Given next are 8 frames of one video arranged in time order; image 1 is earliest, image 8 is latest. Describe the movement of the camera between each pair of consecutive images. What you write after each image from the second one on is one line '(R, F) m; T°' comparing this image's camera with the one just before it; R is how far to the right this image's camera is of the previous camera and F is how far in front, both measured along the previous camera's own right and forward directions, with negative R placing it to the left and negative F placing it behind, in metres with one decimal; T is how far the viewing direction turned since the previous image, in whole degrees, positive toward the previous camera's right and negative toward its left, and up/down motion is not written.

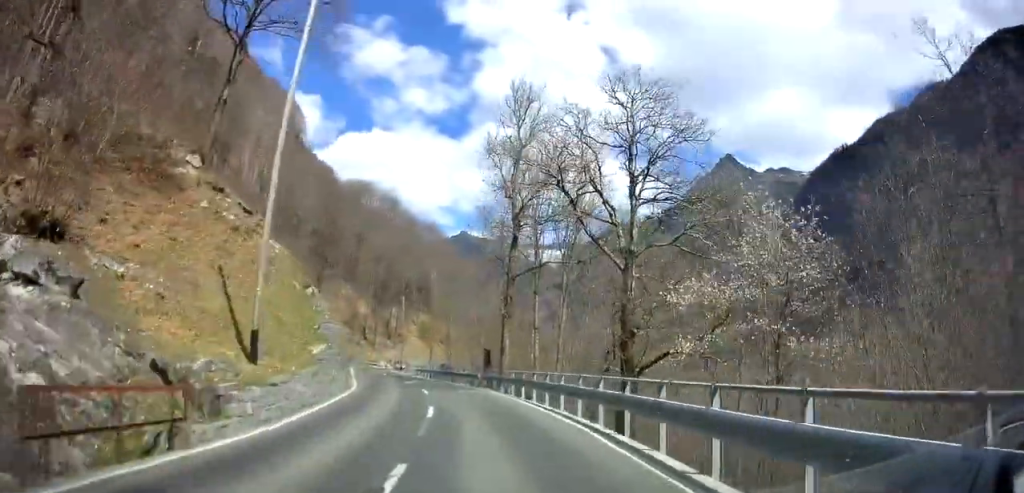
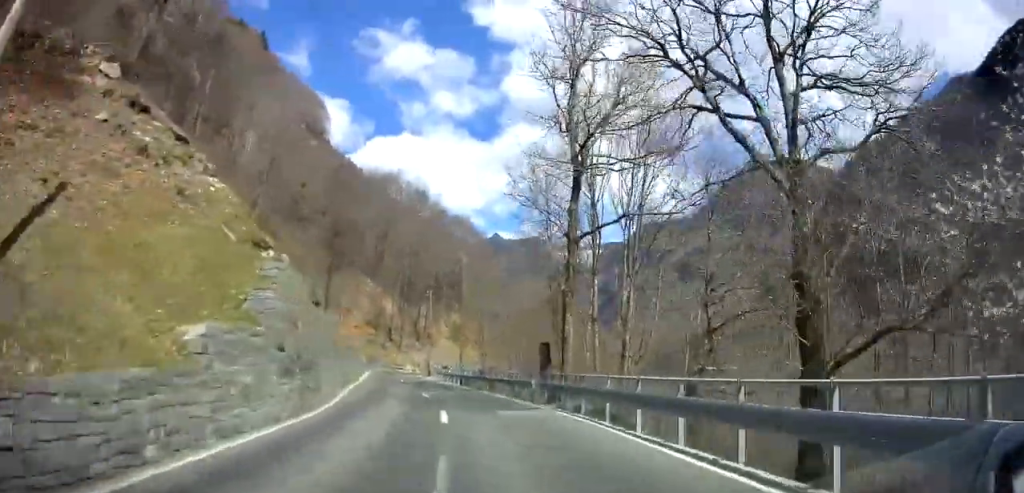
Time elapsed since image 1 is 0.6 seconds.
(-0.2, +10.6) m; -2°
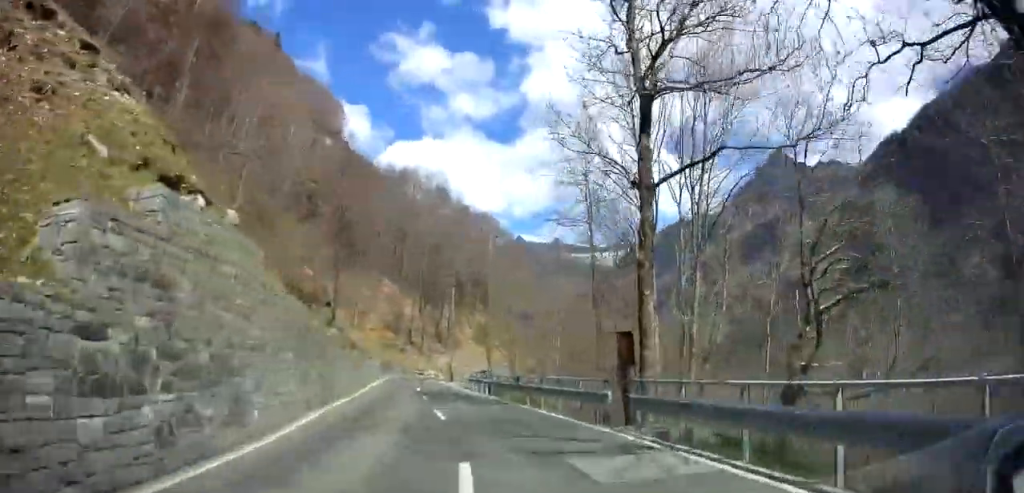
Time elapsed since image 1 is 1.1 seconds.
(-0.1, +7.9) m; -2°
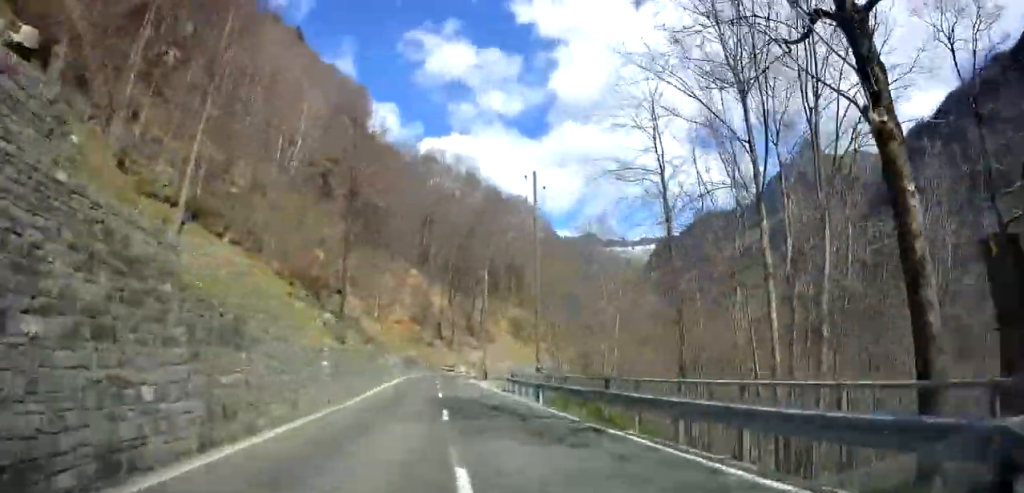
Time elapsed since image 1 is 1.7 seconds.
(-0.1, +9.7) m; -3°
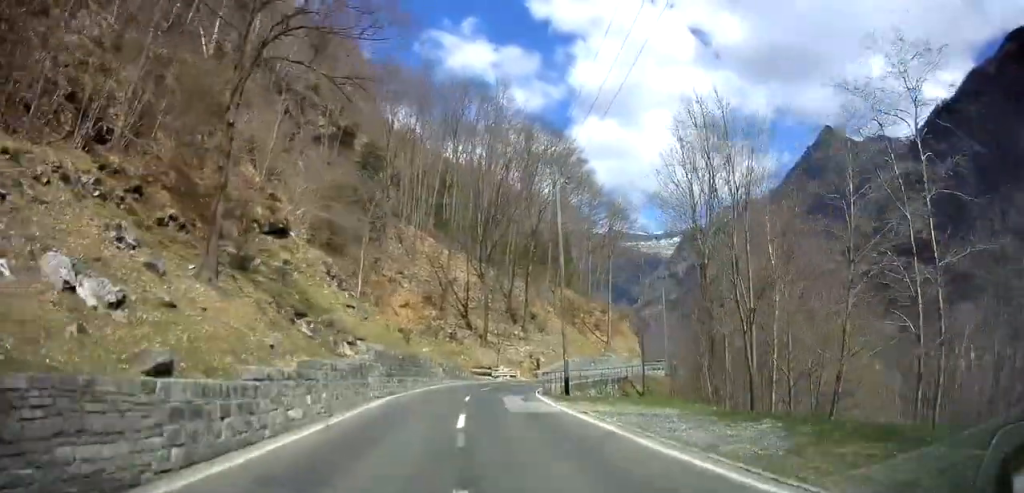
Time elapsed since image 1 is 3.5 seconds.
(-2.1, +30.8) m; -4°
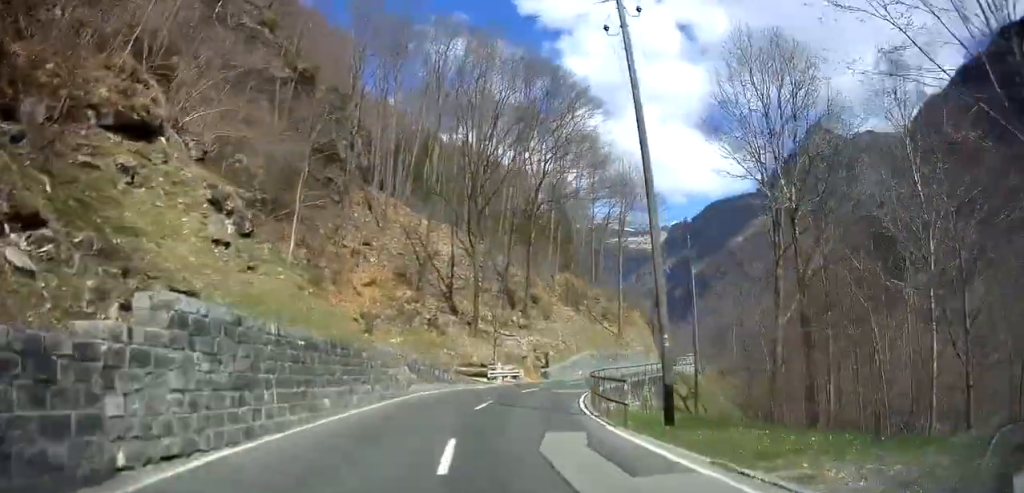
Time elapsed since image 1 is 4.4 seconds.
(+0.1, +15.4) m; +1°
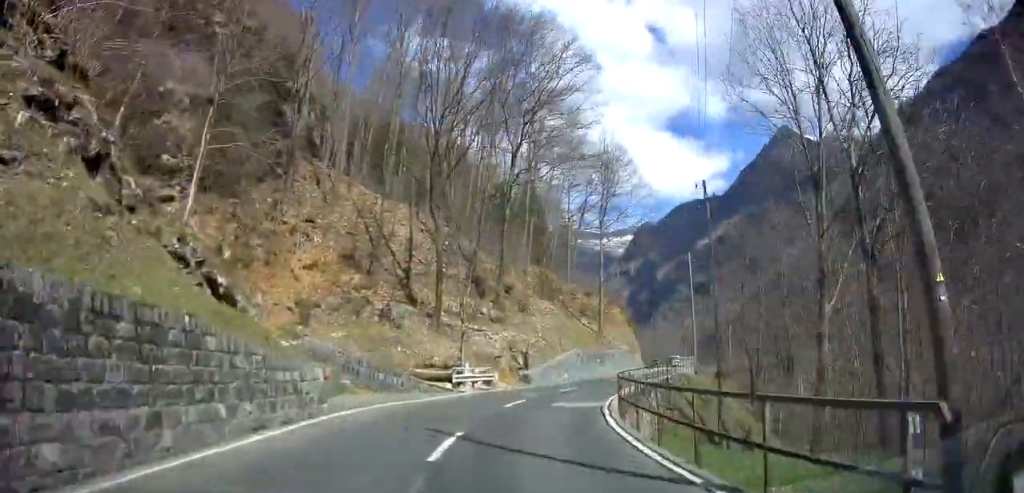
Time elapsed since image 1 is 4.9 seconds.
(+0.1, +8.7) m; +3°
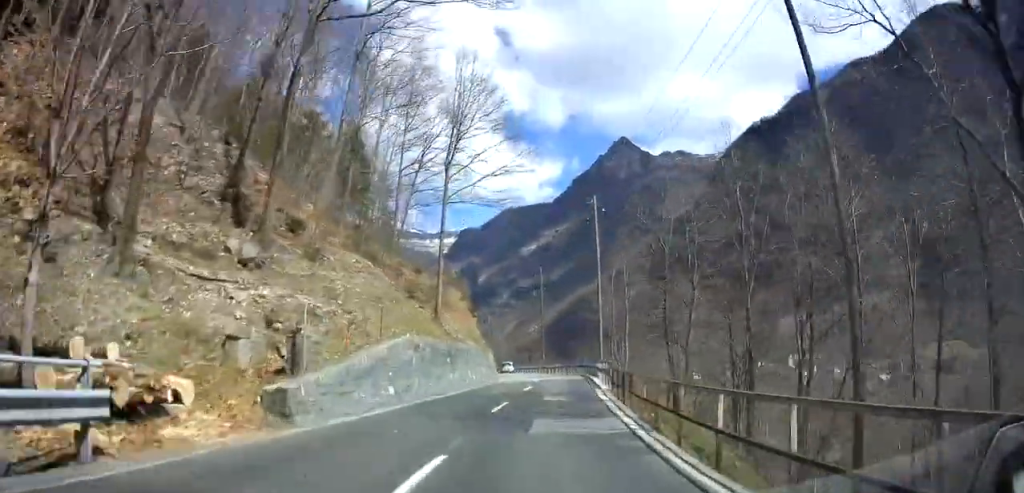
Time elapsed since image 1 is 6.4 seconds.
(+2.0, +23.0) m; +15°
